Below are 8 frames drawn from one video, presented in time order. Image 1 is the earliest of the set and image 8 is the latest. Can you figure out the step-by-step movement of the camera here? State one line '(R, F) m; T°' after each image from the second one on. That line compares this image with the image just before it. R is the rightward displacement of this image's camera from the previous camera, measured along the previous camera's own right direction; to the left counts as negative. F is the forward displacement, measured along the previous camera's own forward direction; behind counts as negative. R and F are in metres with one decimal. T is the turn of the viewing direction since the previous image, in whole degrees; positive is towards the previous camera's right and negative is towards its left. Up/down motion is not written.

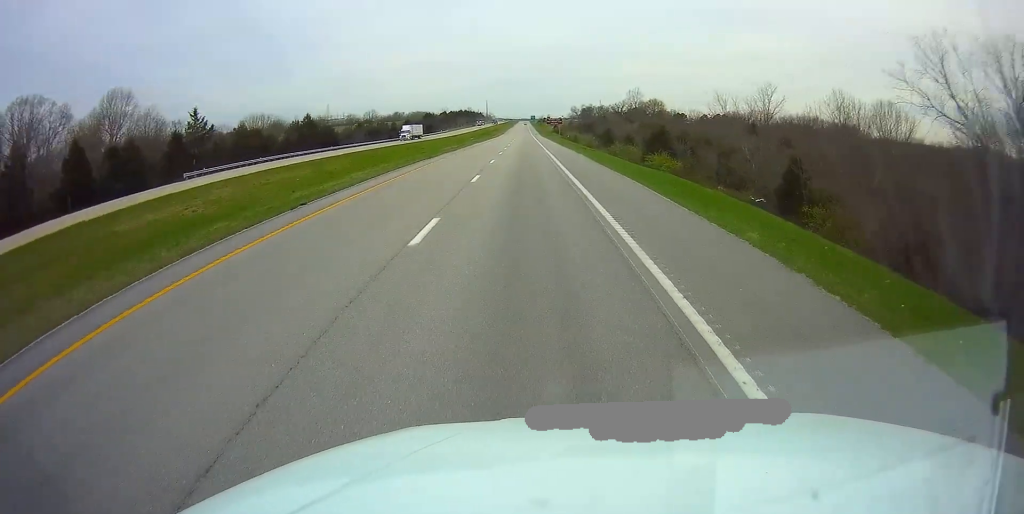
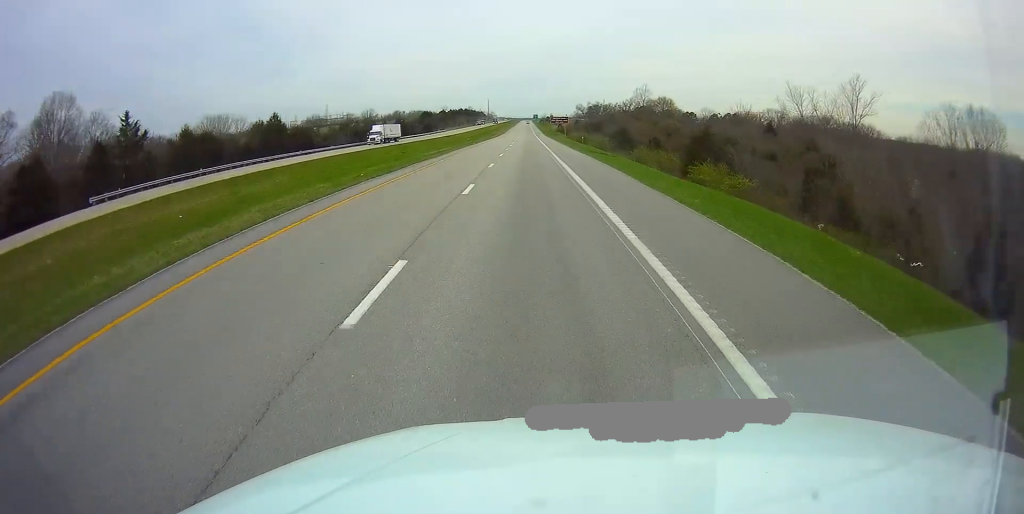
(0.0, +16.5) m; 0°
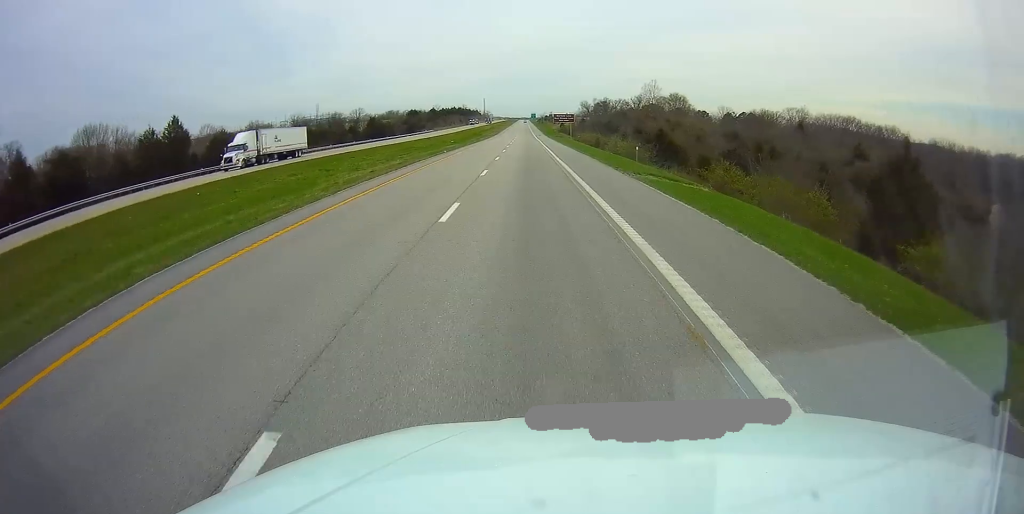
(-0.1, +29.8) m; 0°
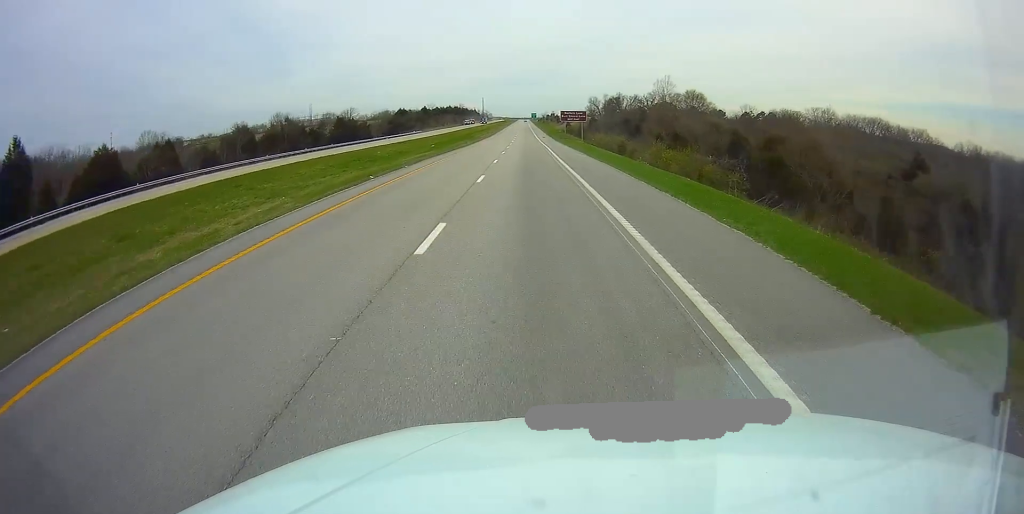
(0.0, +27.9) m; 0°
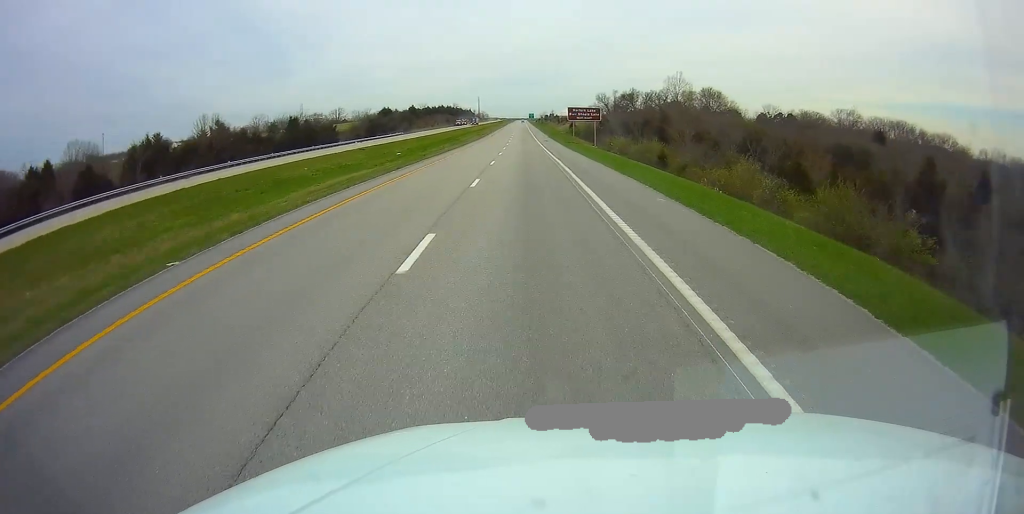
(+0.1, +25.9) m; 0°
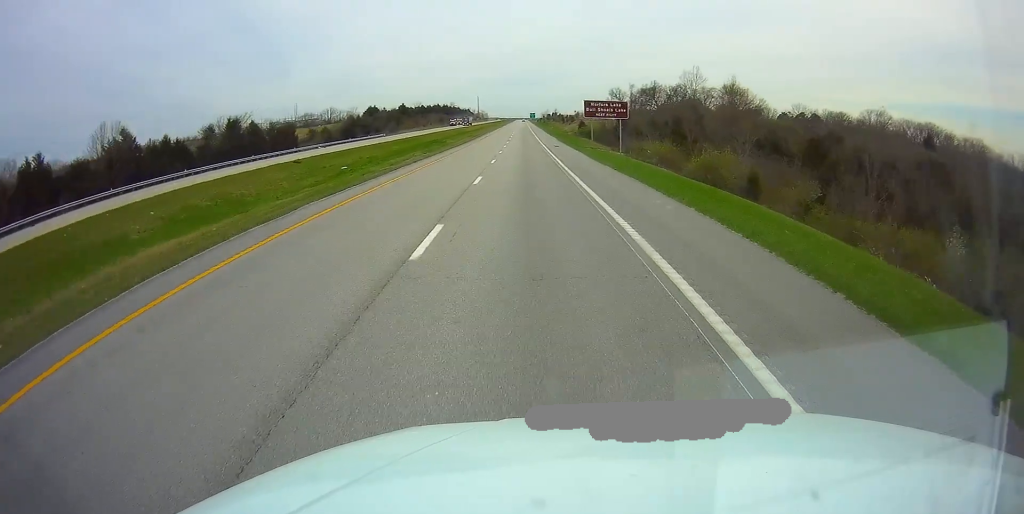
(+0.2, +23.8) m; 0°
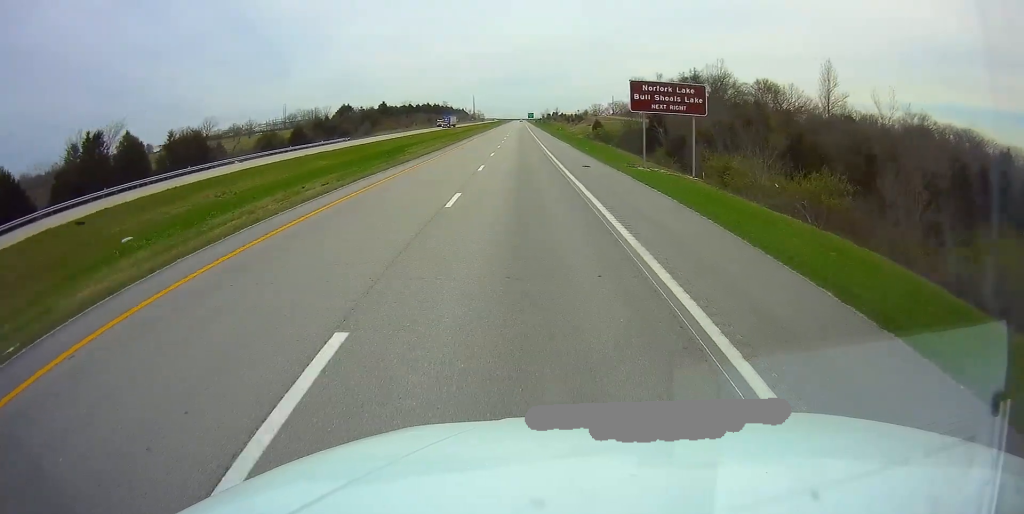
(-0.2, +31.1) m; 0°
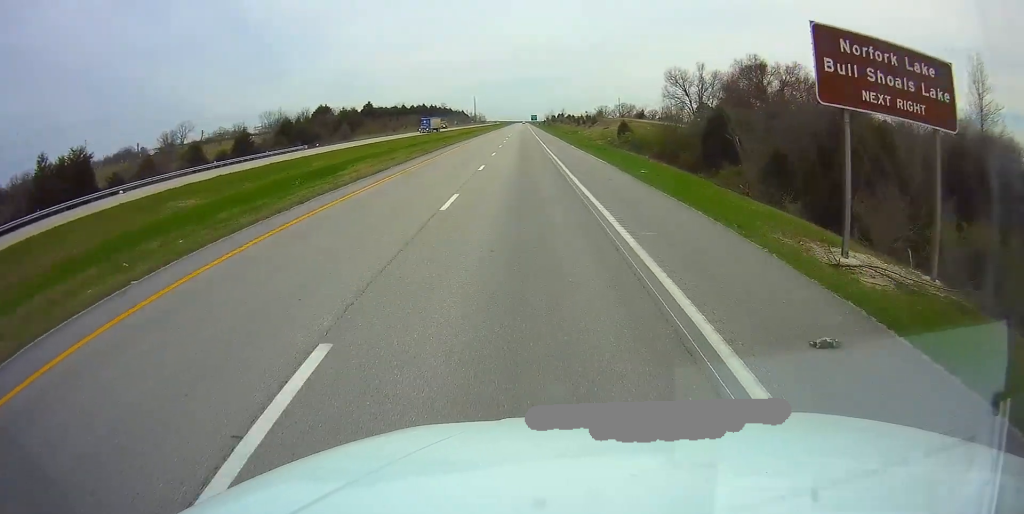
(+0.2, +24.8) m; 0°
